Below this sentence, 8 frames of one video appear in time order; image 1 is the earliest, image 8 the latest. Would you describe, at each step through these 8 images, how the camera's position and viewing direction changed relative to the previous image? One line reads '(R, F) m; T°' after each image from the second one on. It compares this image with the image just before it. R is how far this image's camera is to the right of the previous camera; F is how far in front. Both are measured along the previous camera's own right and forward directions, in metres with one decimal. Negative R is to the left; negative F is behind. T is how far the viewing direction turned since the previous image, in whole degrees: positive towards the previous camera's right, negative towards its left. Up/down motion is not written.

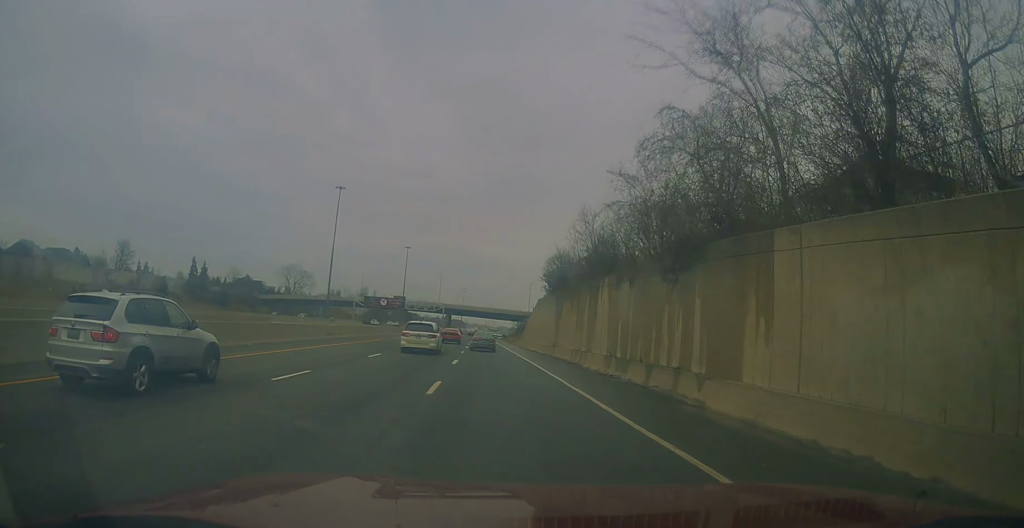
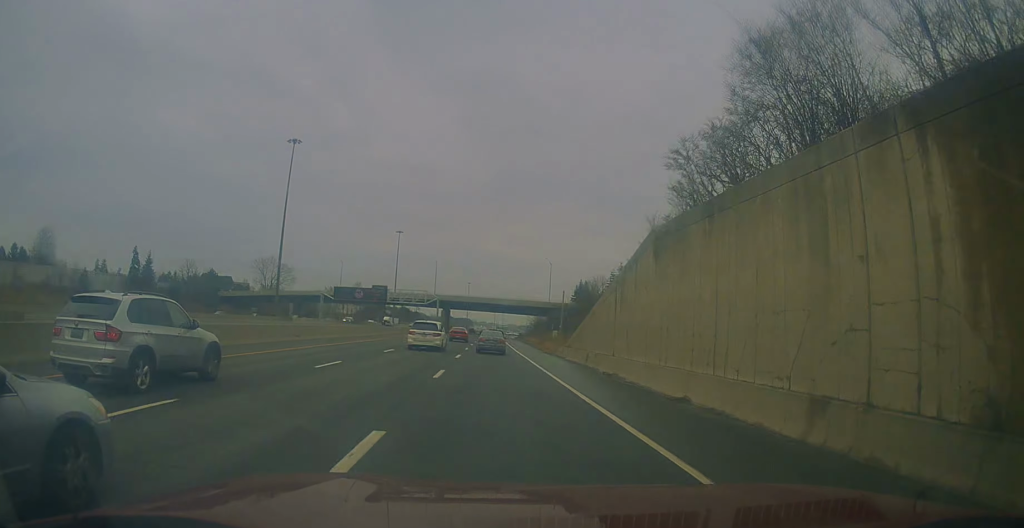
(+0.4, +44.0) m; 0°
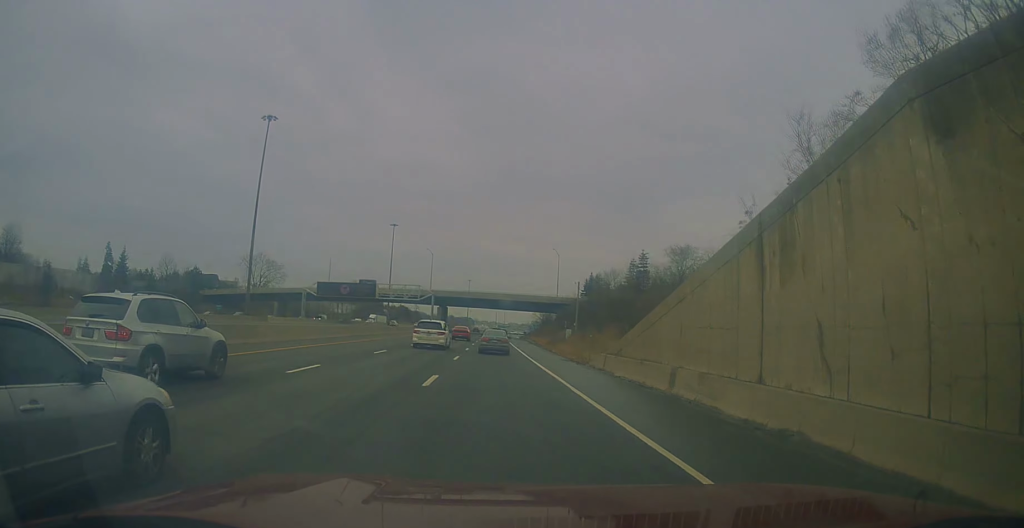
(0.0, +15.0) m; -1°
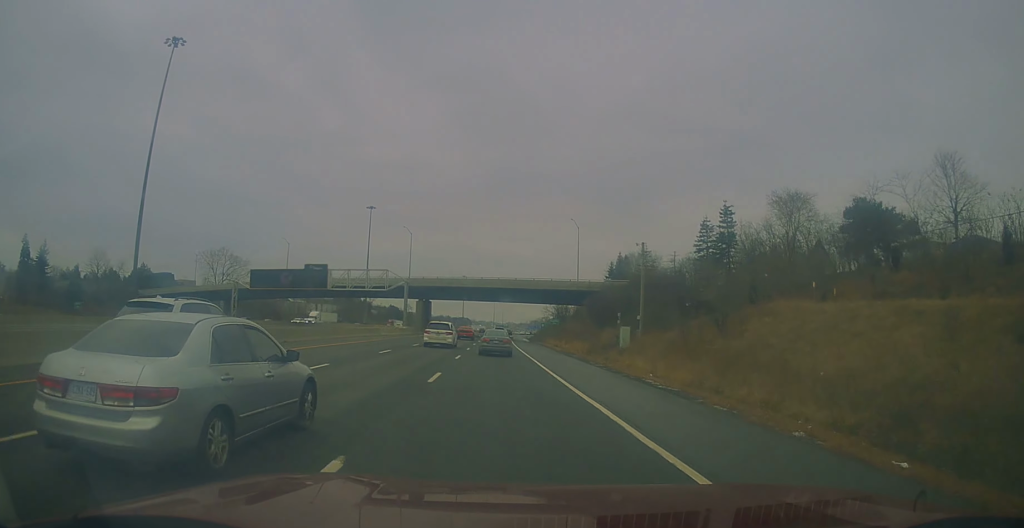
(-0.9, +35.8) m; -1°
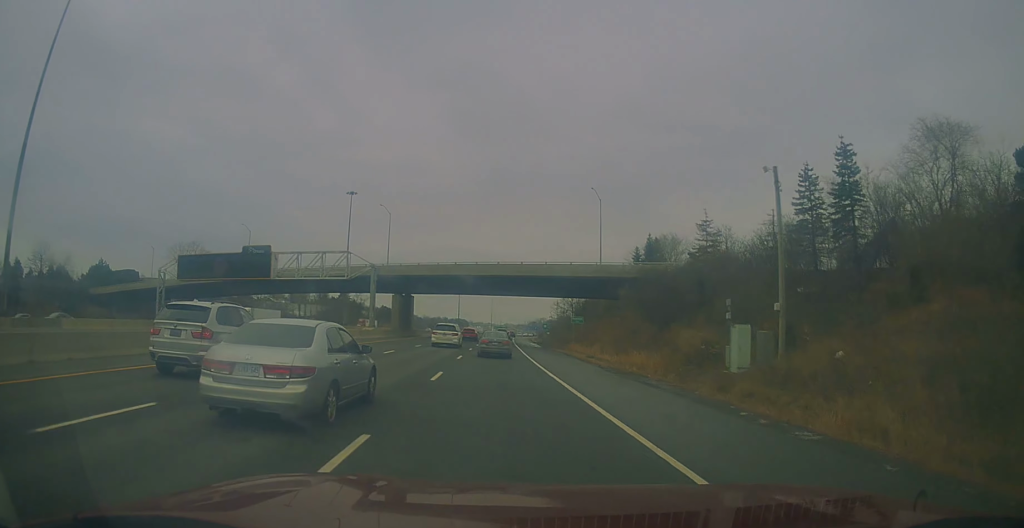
(+0.2, +22.9) m; +1°
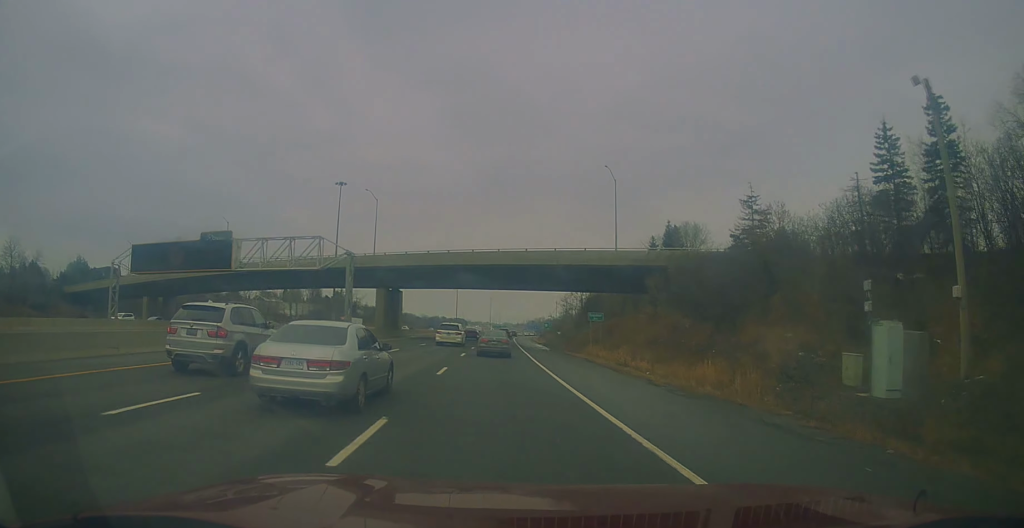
(+0.2, +10.3) m; 0°
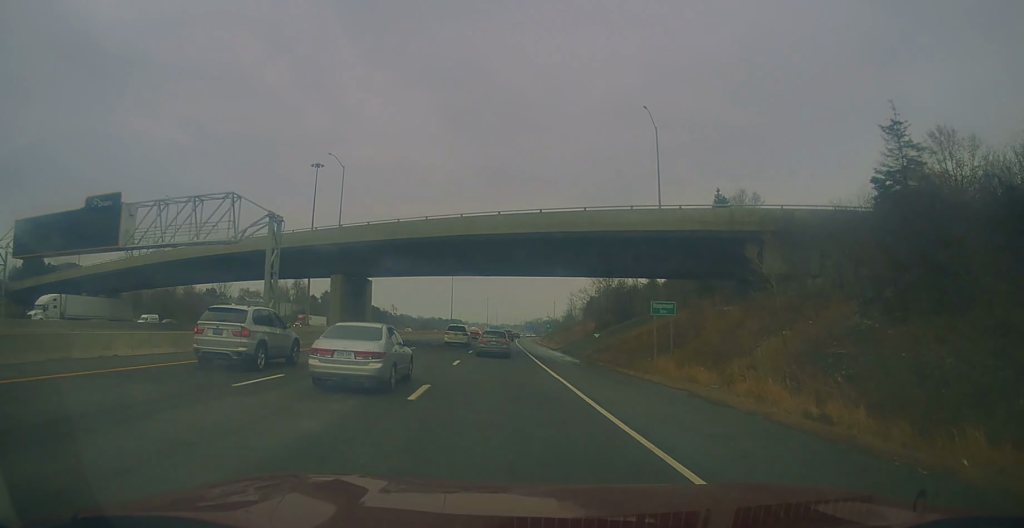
(-0.1, +18.8) m; 0°
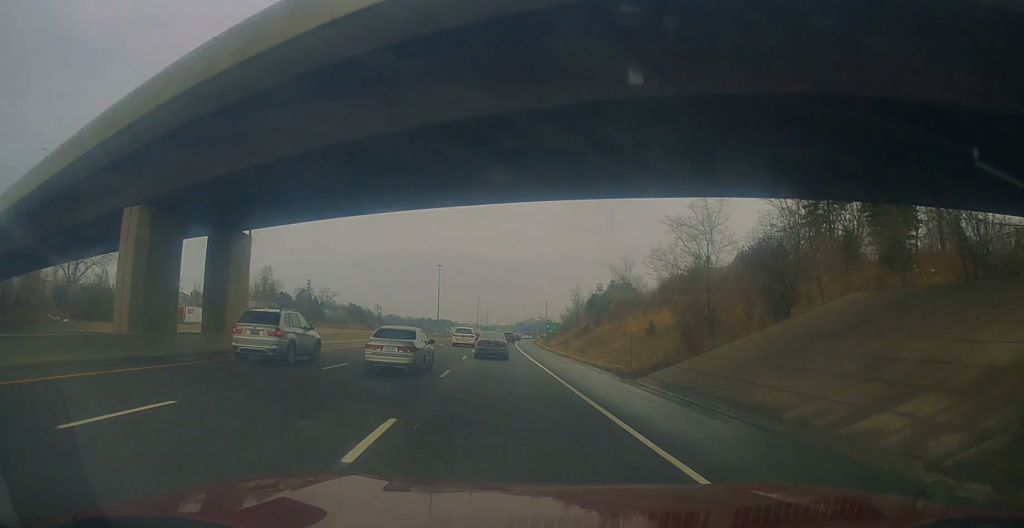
(-0.2, +29.8) m; +1°
